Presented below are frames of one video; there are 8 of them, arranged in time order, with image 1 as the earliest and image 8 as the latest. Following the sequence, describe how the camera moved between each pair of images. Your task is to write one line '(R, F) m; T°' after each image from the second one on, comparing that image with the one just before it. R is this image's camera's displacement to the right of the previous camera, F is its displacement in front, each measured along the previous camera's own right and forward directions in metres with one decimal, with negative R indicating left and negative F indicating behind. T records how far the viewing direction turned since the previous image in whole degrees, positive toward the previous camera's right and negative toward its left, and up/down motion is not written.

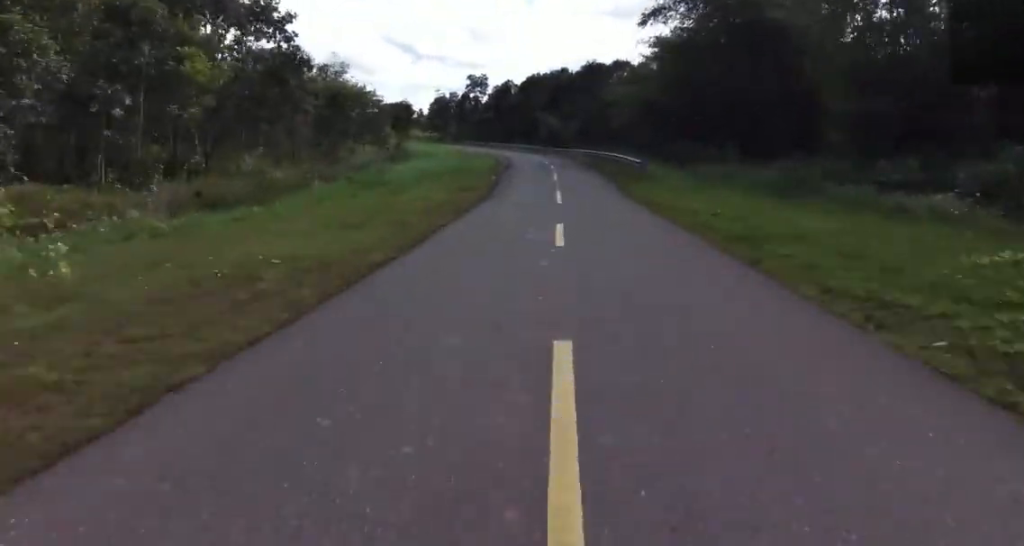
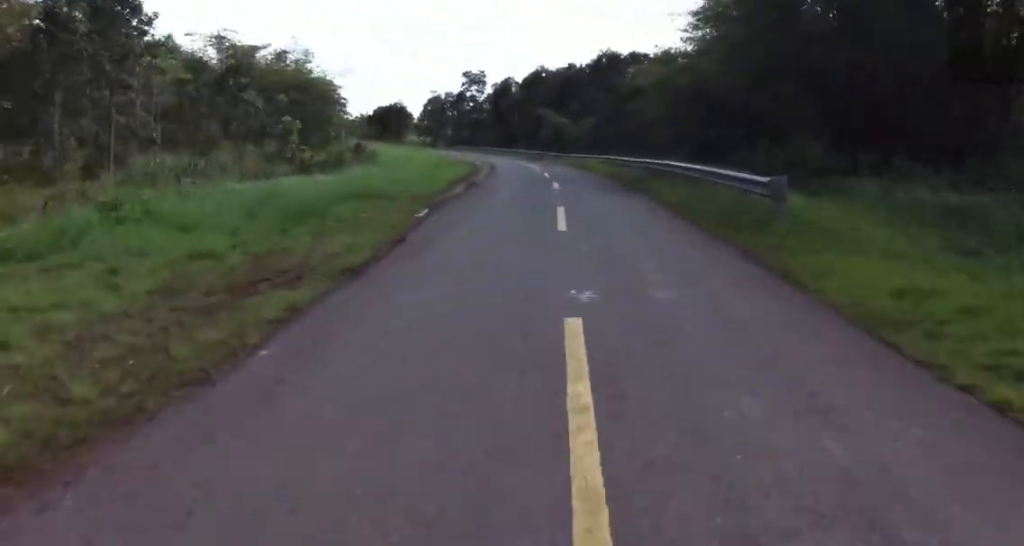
(-0.2, +14.5) m; -3°
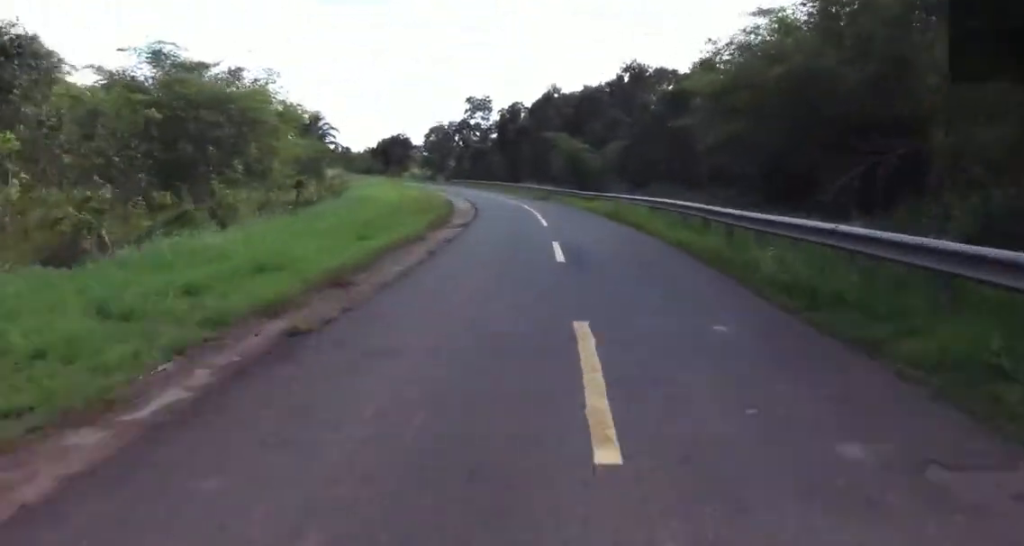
(-0.1, +14.5) m; -3°
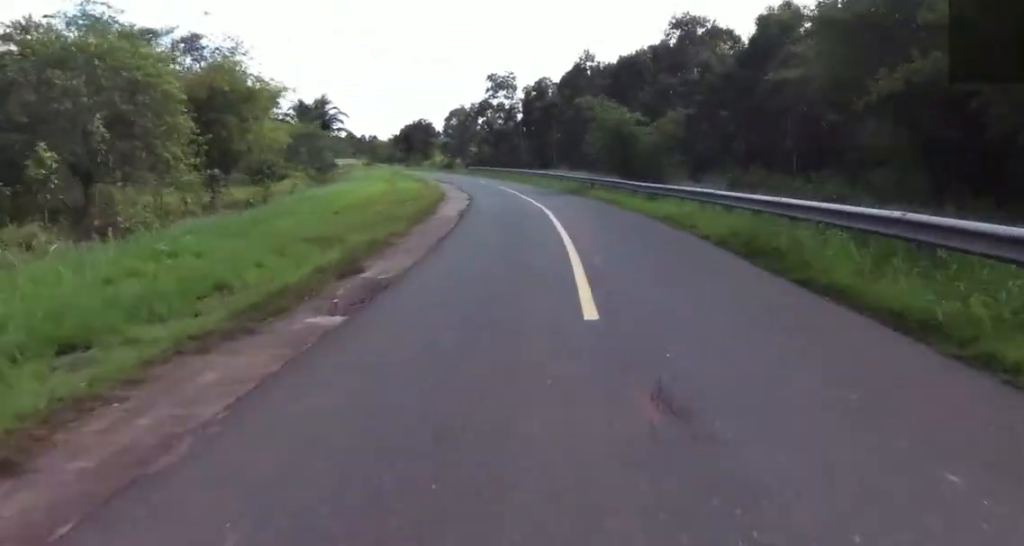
(-0.6, +12.3) m; -2°
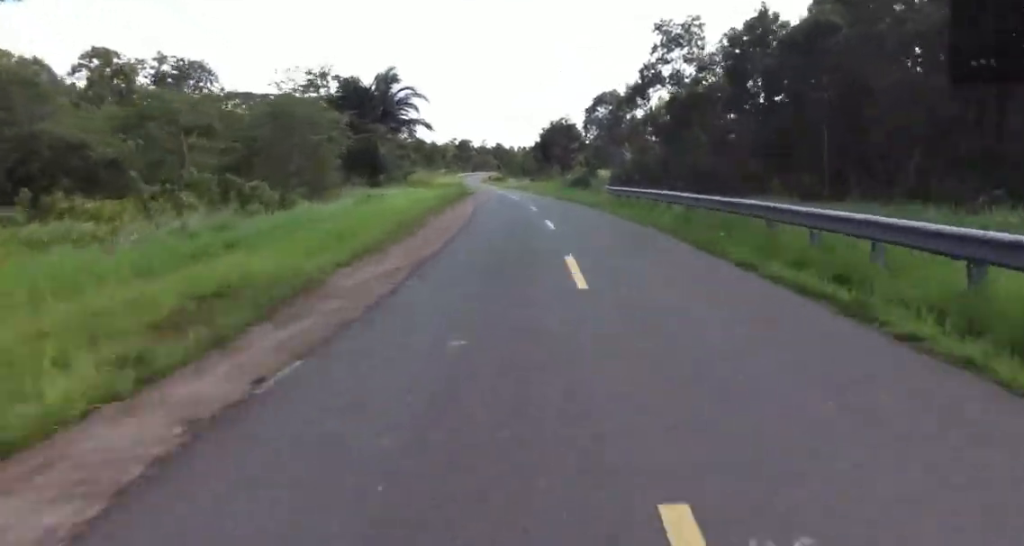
(-7.3, +46.3) m; -12°
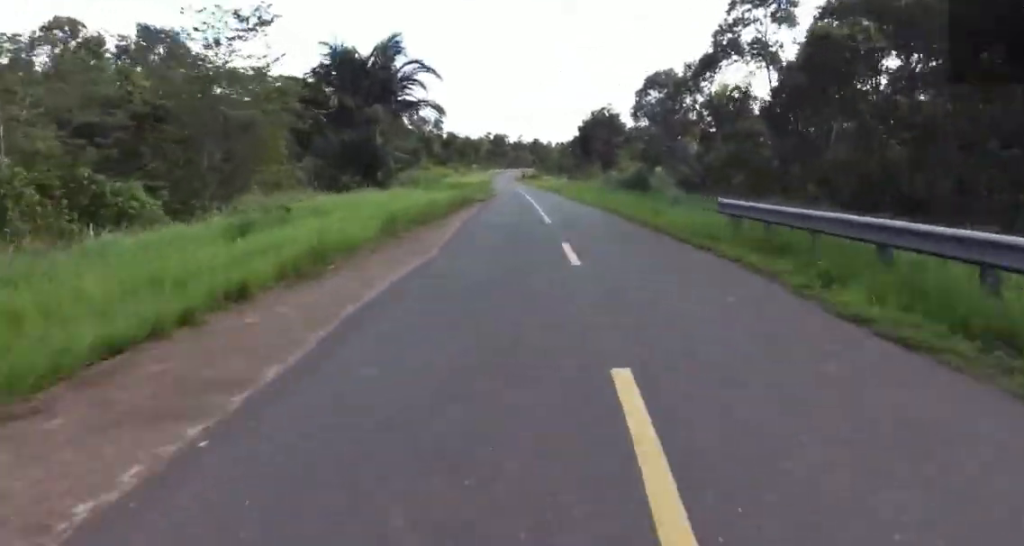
(+1.4, +14.5) m; +1°
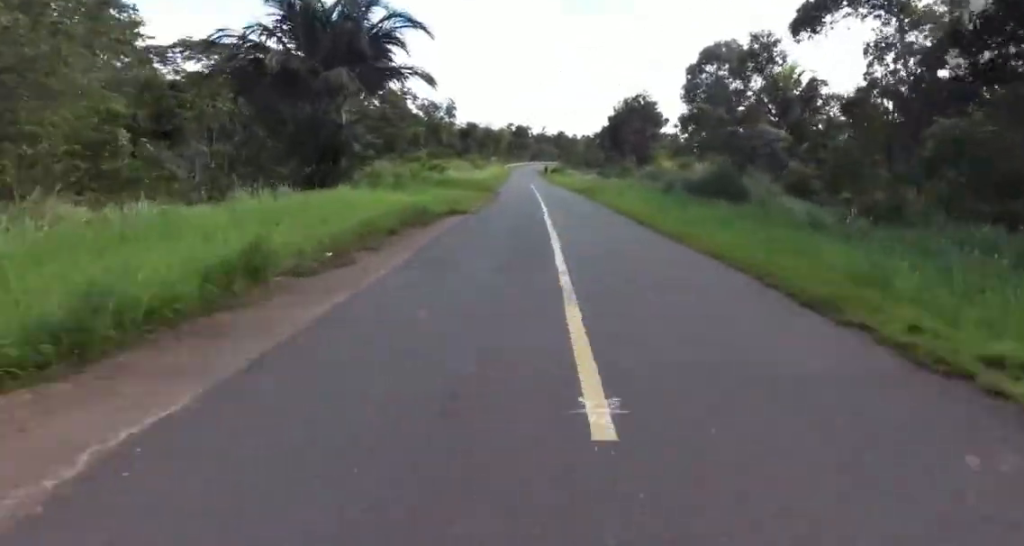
(-0.7, +14.4) m; -3°
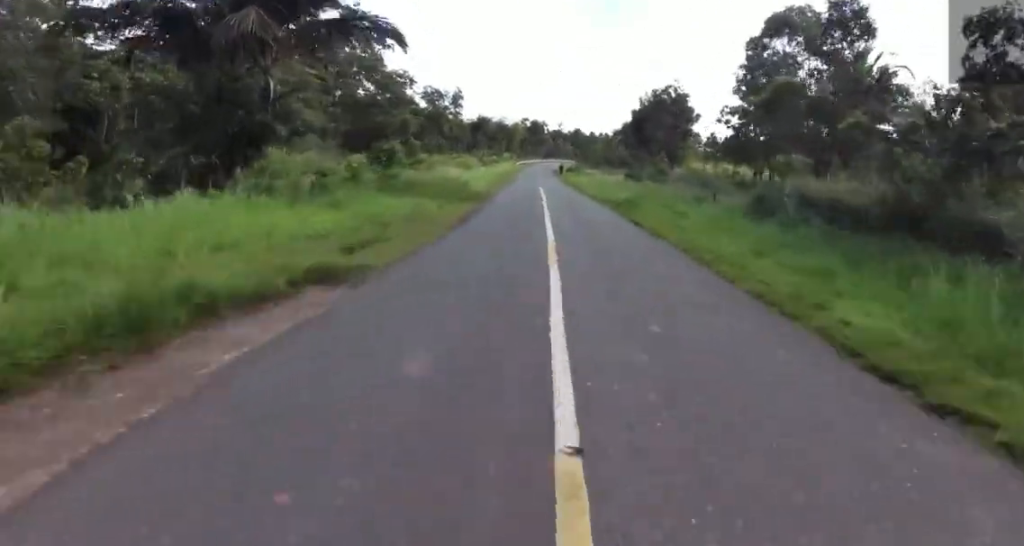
(-0.4, +12.3) m; -2°
